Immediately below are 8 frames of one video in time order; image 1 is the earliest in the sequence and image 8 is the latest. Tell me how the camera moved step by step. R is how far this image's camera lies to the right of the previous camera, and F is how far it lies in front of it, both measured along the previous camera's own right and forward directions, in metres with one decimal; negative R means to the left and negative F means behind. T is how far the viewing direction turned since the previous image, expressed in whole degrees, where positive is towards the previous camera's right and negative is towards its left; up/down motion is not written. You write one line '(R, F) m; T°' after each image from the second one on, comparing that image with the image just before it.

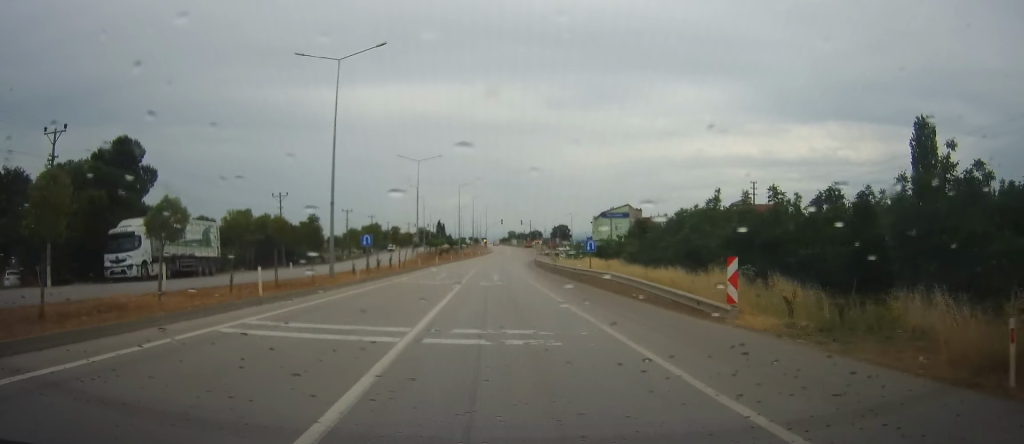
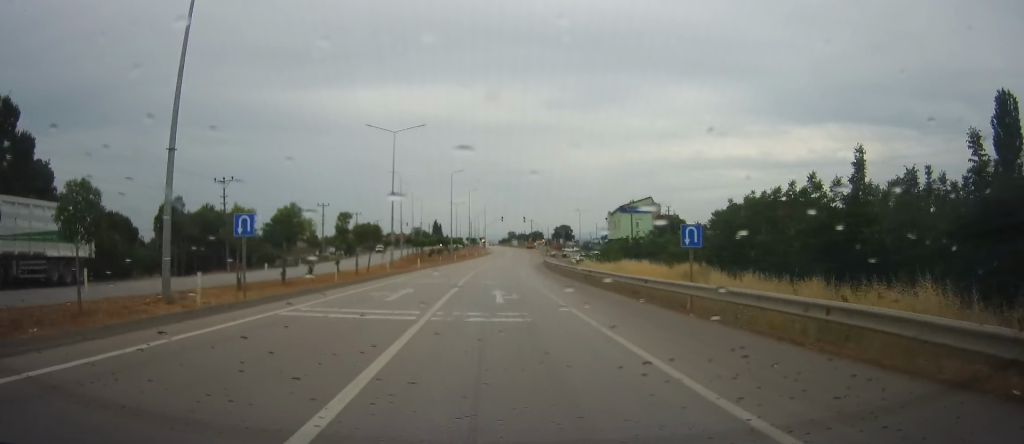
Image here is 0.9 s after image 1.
(-0.1, +18.4) m; -1°
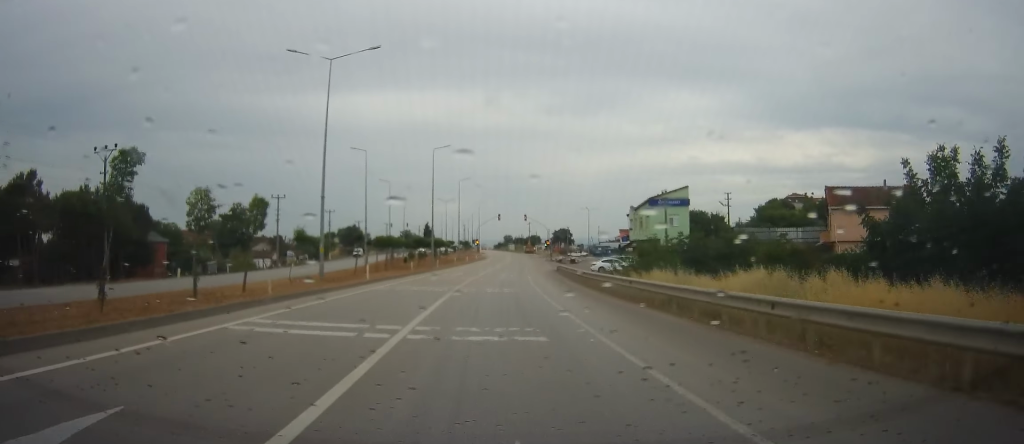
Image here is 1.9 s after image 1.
(-0.2, +22.2) m; +1°
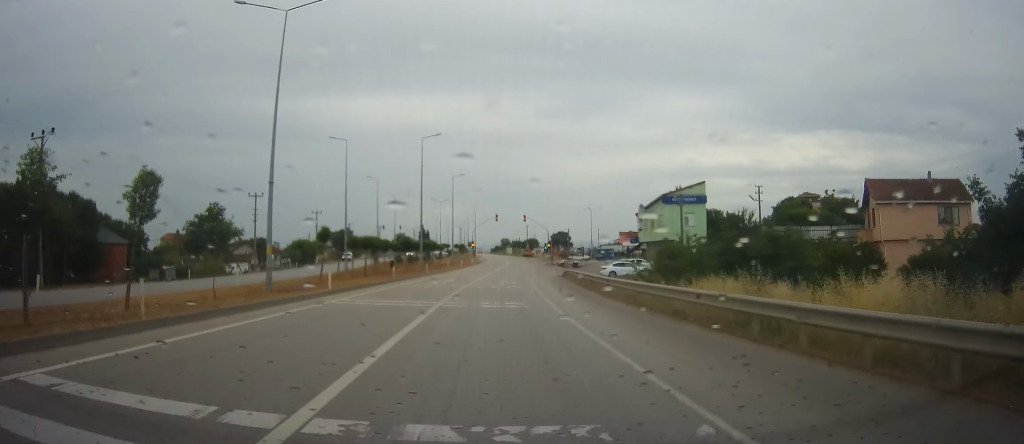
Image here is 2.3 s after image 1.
(+0.2, +9.0) m; +1°
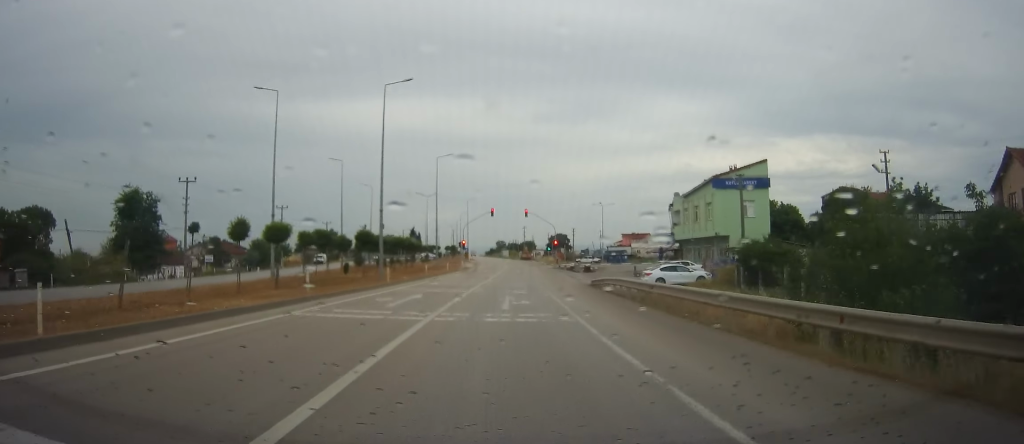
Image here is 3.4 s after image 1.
(0.0, +21.0) m; 0°
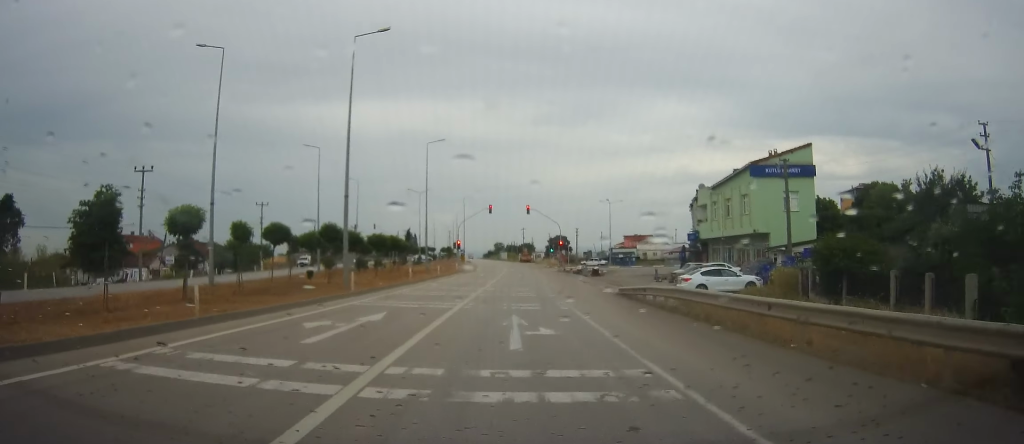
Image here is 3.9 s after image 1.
(0.0, +9.9) m; 0°
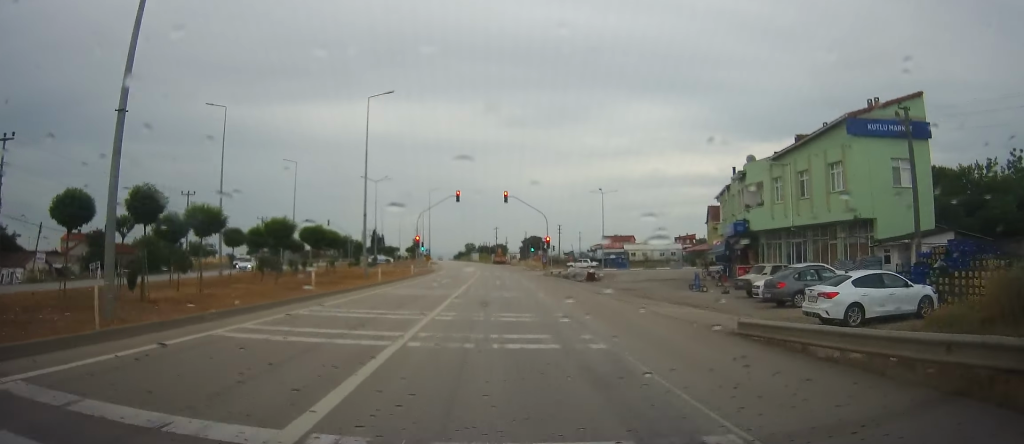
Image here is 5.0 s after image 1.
(+0.2, +20.9) m; +1°
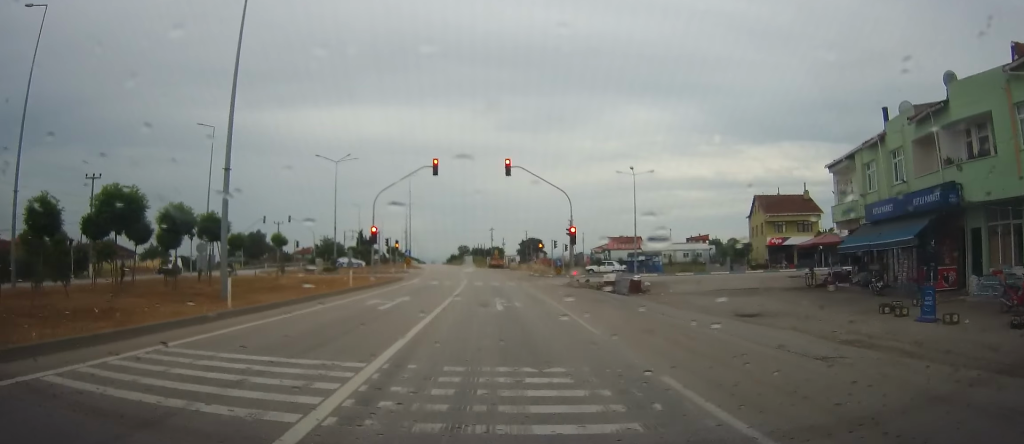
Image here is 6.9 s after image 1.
(+0.3, +29.3) m; +3°
